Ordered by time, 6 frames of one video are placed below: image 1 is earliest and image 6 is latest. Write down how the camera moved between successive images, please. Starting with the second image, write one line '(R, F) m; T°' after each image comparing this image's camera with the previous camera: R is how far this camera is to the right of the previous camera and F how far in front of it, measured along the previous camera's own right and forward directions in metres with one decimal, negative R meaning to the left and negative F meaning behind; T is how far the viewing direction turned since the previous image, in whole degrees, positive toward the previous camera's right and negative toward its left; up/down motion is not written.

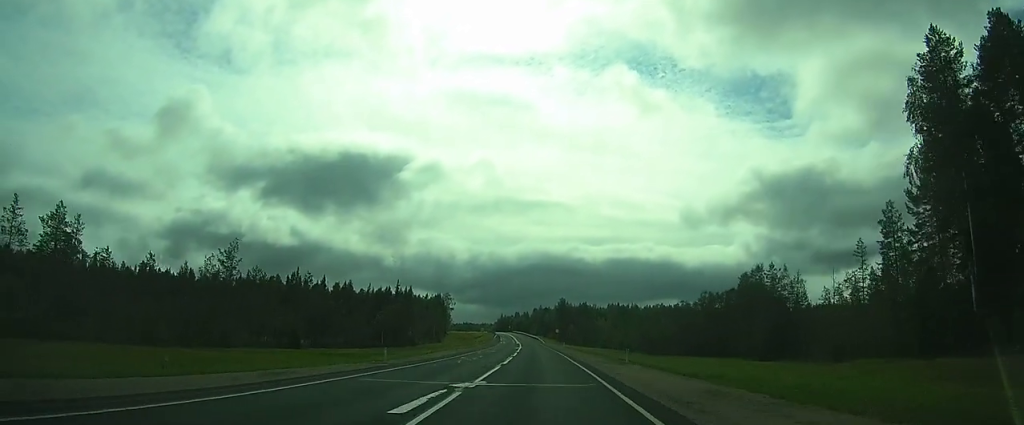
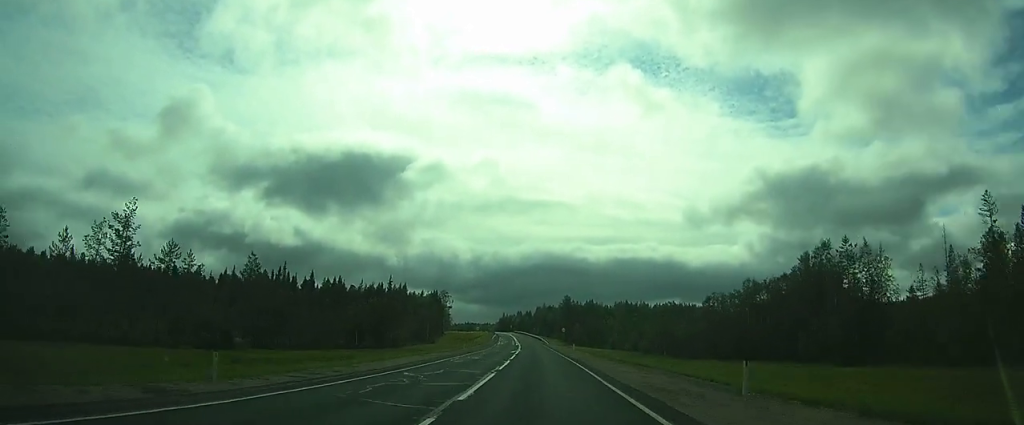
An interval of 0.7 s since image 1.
(-0.5, +15.8) m; -3°
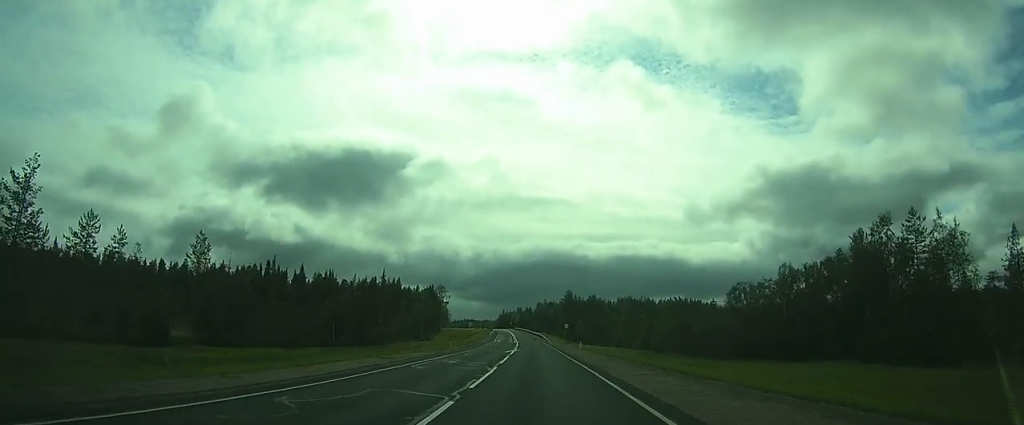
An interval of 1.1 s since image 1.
(-0.1, +9.8) m; 0°
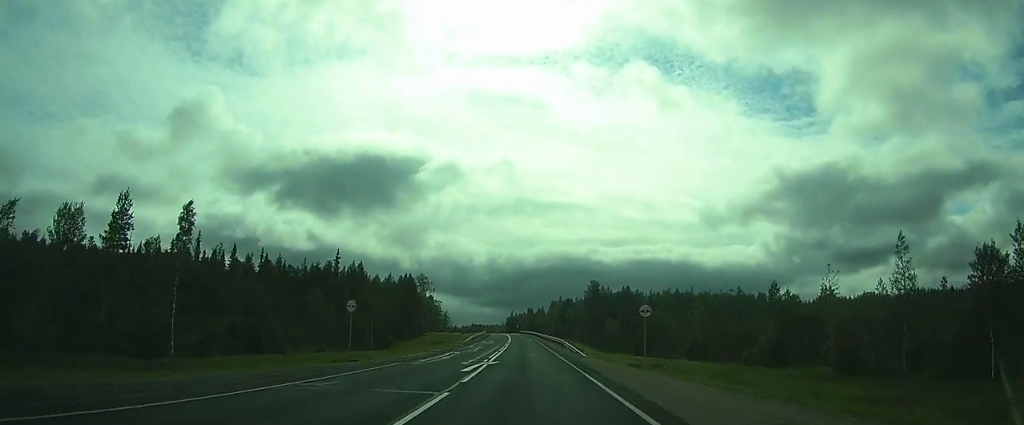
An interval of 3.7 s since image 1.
(+0.1, +57.3) m; 0°
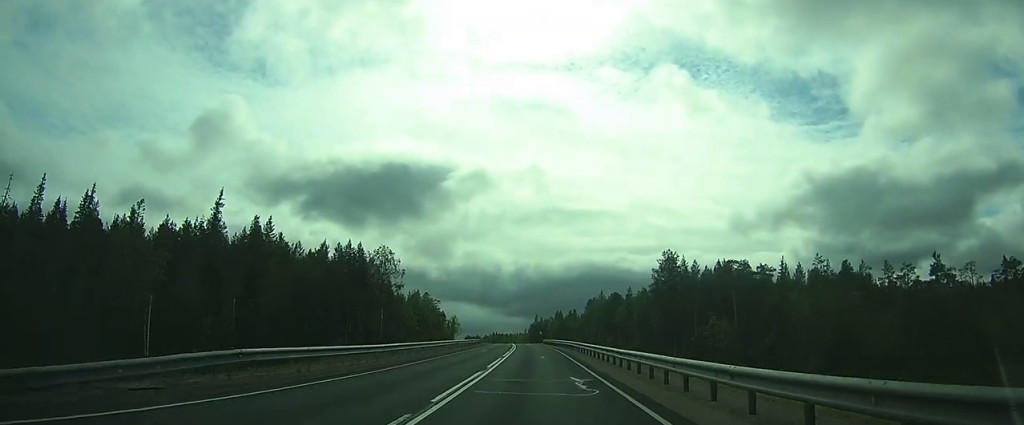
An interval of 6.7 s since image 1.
(-1.8, +68.6) m; -4°
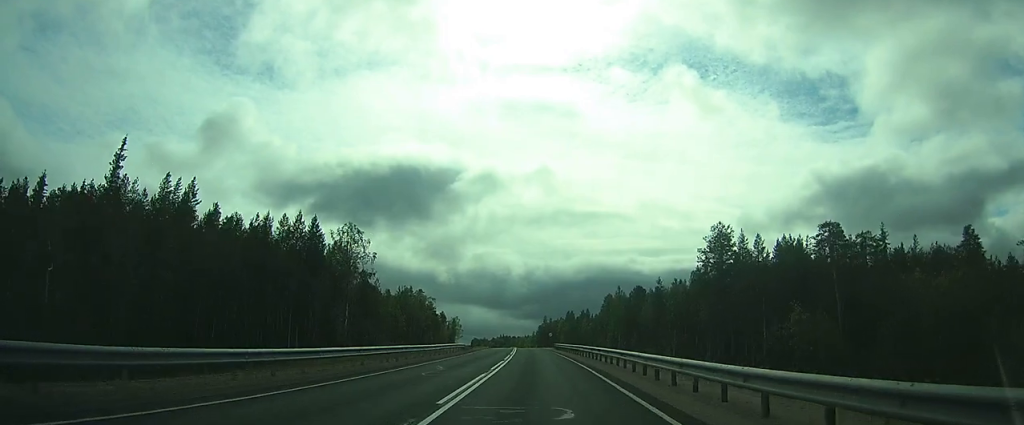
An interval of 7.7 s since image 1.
(-0.4, +25.1) m; -1°
